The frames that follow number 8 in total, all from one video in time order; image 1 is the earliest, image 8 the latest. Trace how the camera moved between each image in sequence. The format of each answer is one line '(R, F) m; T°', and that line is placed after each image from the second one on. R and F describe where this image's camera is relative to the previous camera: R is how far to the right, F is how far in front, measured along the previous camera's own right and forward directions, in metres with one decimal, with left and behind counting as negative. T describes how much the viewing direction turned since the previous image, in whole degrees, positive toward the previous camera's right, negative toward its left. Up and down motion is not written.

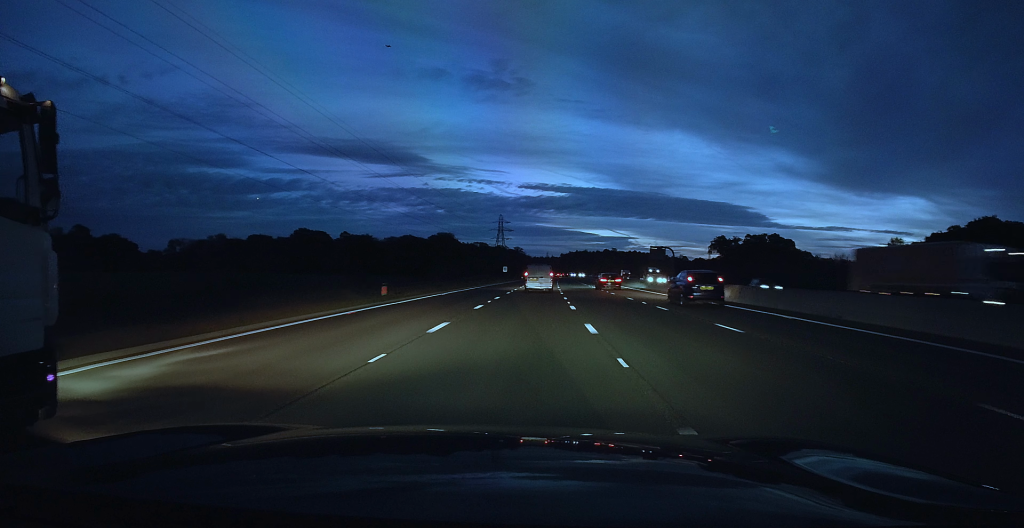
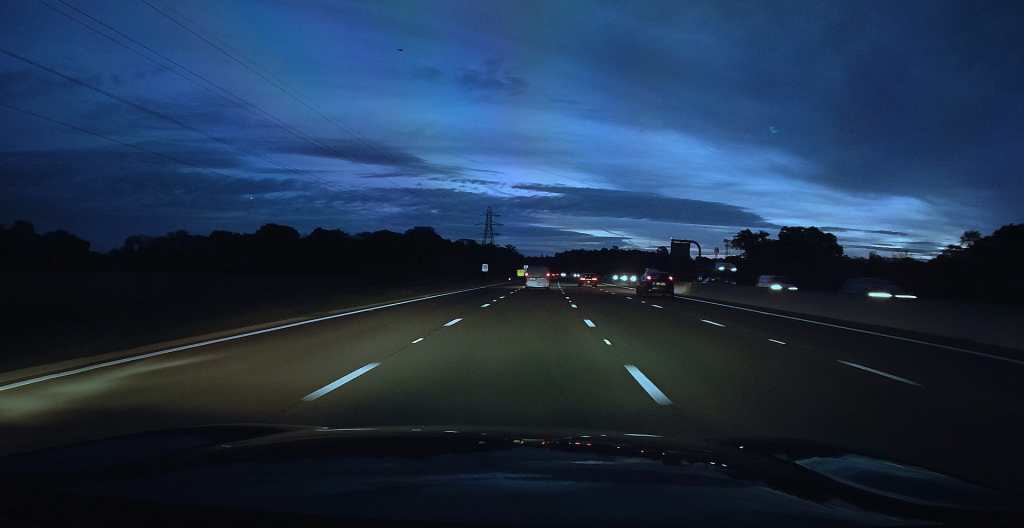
(+0.5, +33.8) m; 0°
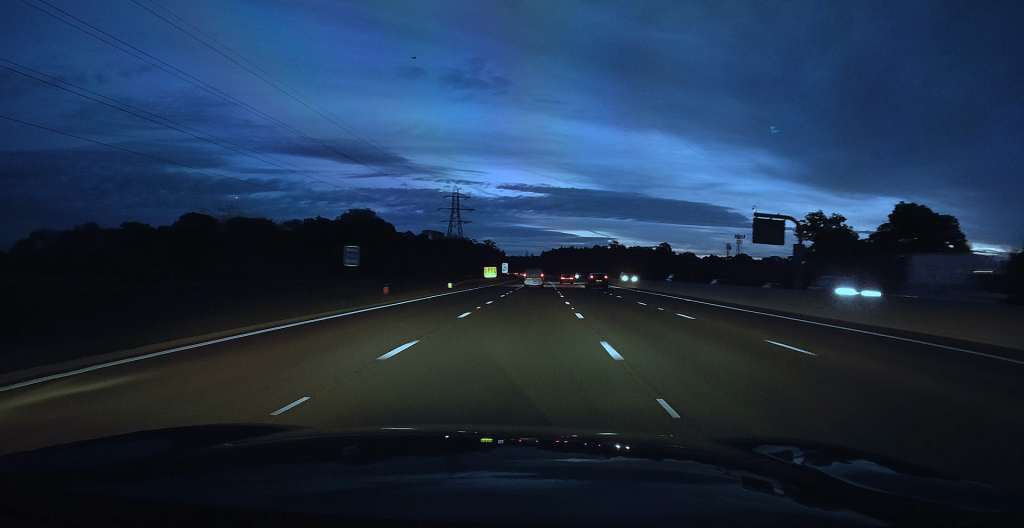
(0.0, +61.3) m; +1°
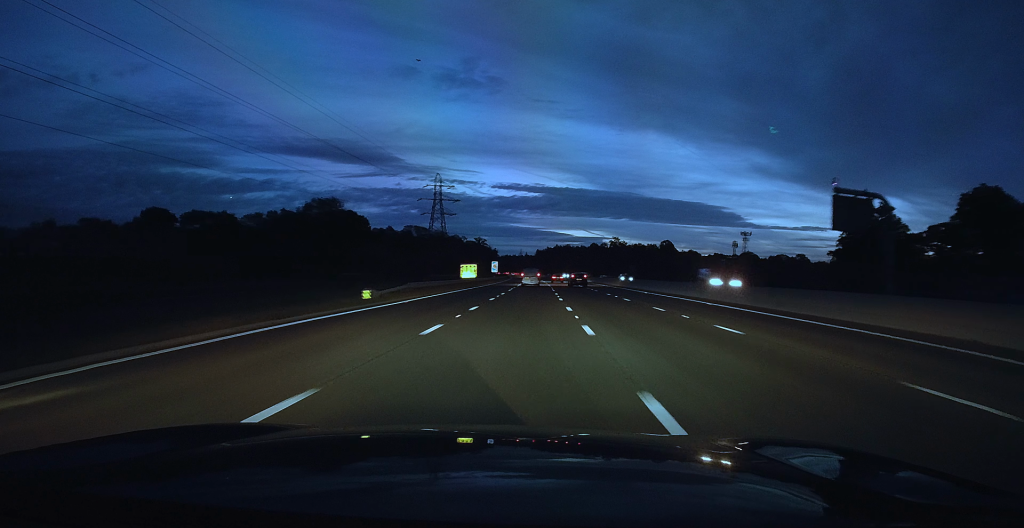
(-0.2, +22.9) m; 0°
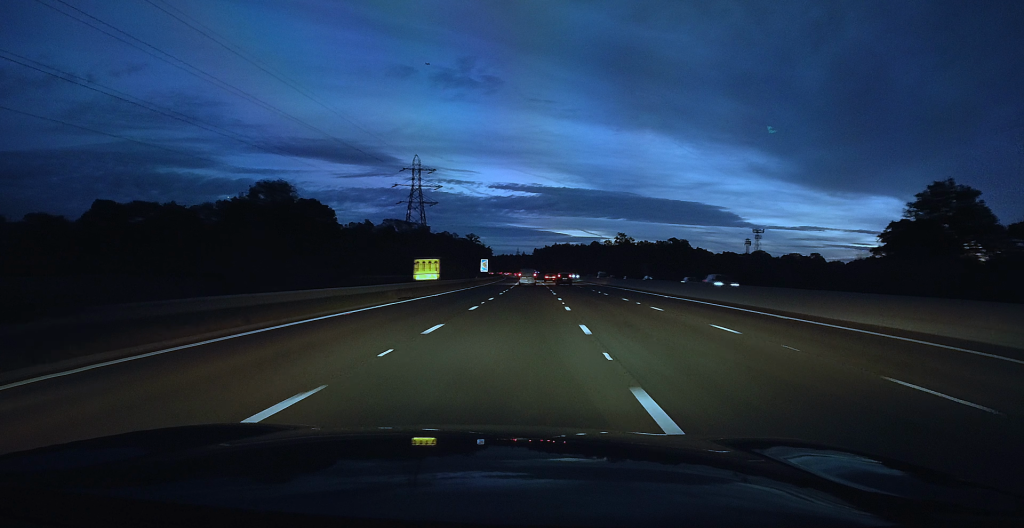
(+0.4, +26.7) m; +1°
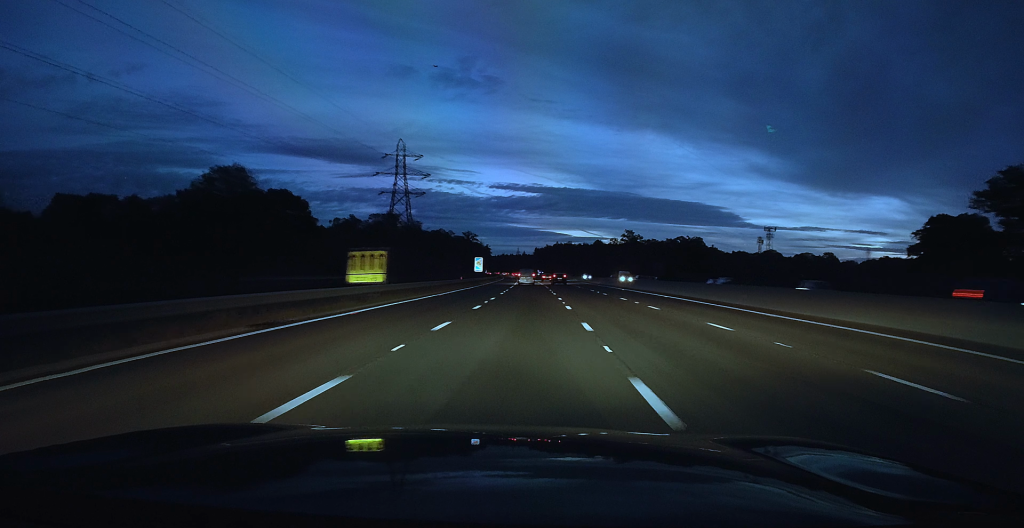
(-0.1, +17.5) m; 0°
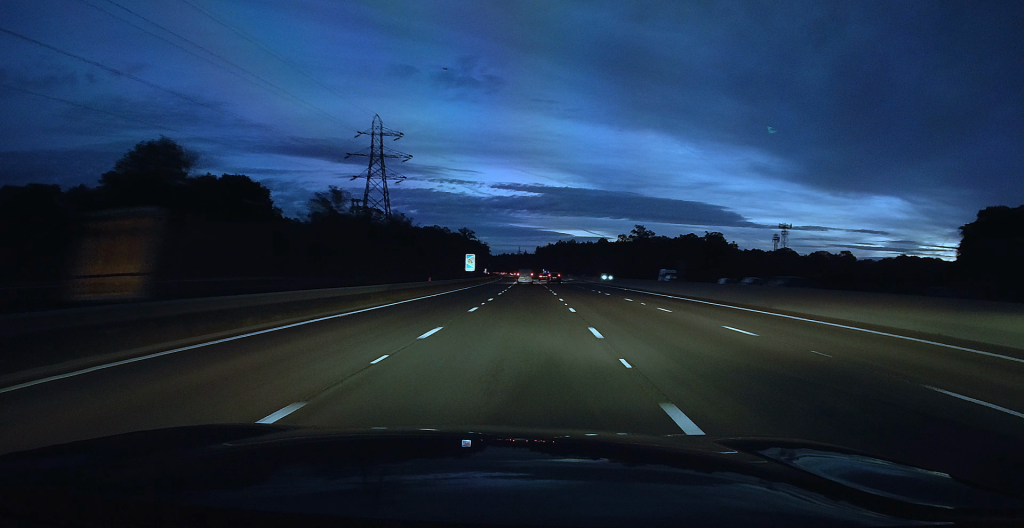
(+0.1, +19.2) m; 0°
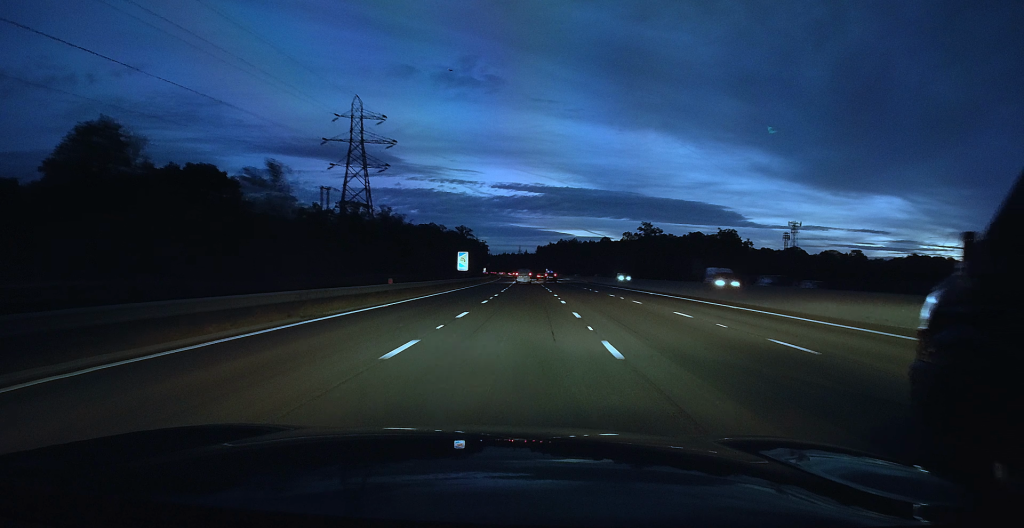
(0.0, +11.9) m; 0°
